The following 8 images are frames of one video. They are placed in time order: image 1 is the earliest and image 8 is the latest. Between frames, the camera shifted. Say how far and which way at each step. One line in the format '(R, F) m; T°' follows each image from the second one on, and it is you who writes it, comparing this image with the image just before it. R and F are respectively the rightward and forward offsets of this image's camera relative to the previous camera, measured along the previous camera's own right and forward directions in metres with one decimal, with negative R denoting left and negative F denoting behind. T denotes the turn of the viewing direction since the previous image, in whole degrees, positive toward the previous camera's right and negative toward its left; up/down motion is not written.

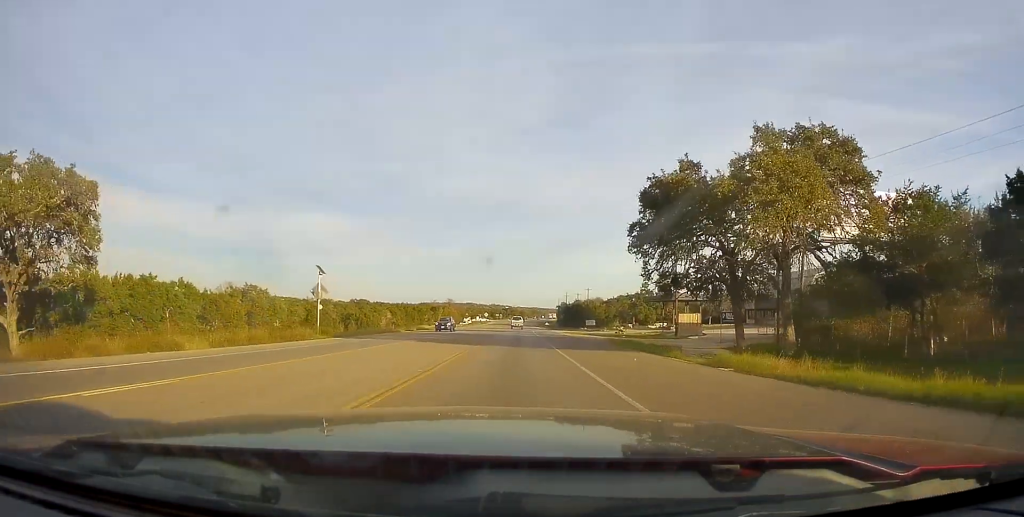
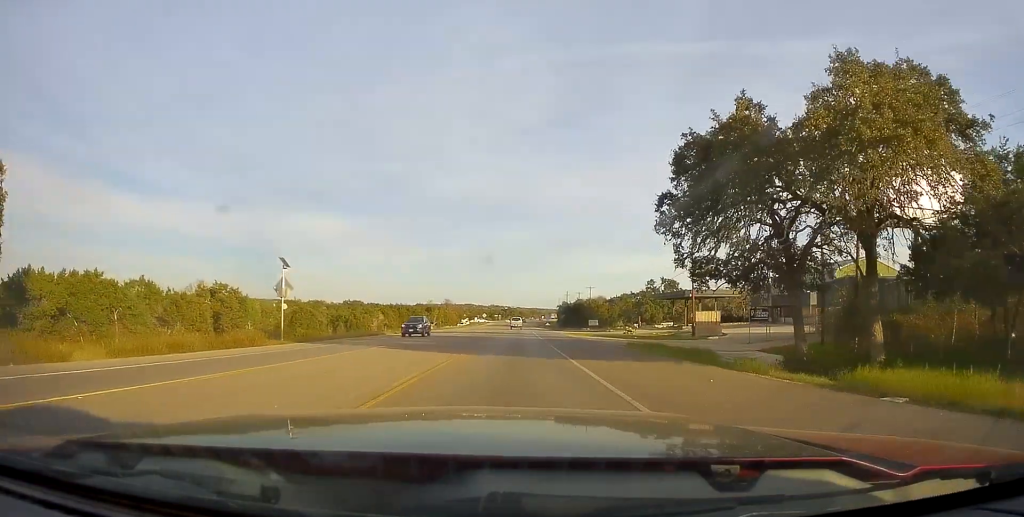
(0.0, +7.7) m; 0°
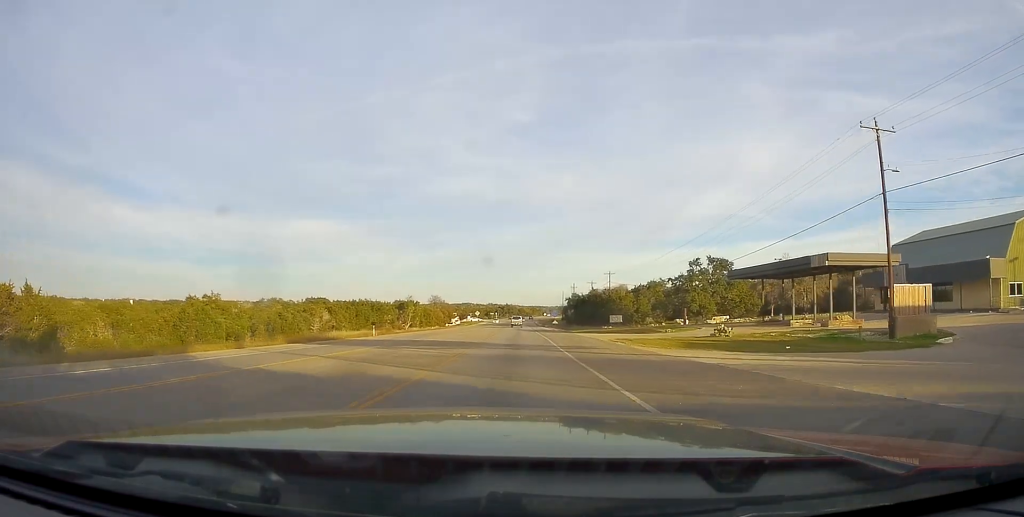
(0.0, +38.0) m; -1°
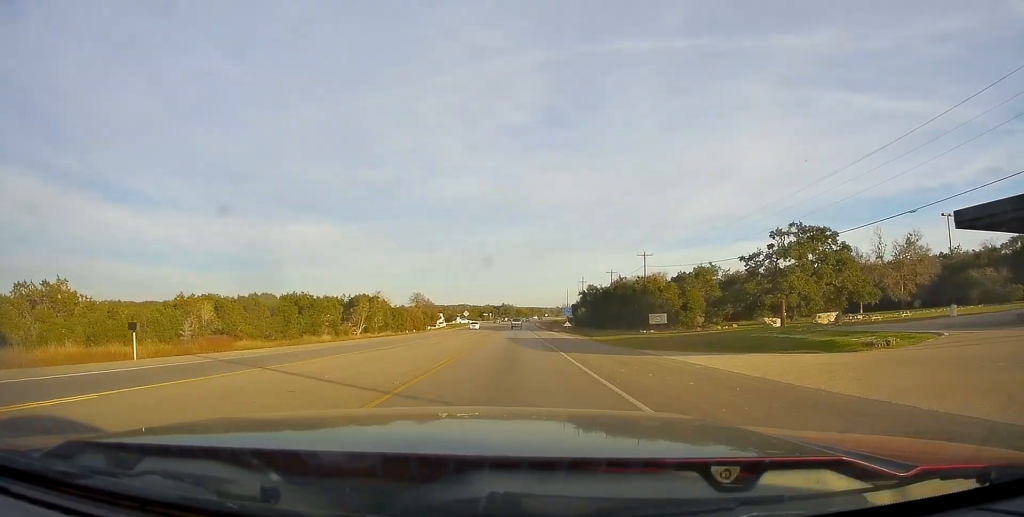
(+0.7, +38.2) m; +1°
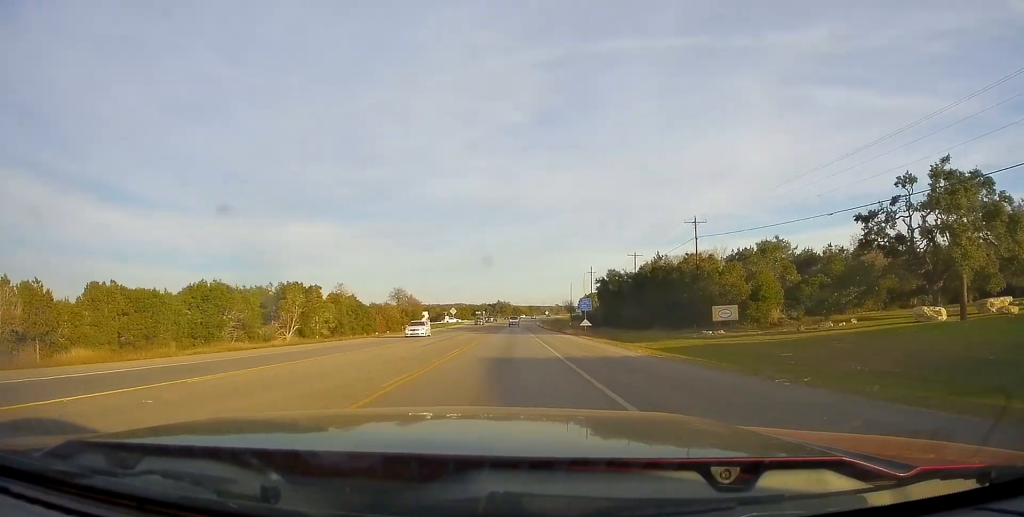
(-0.8, +28.4) m; 0°
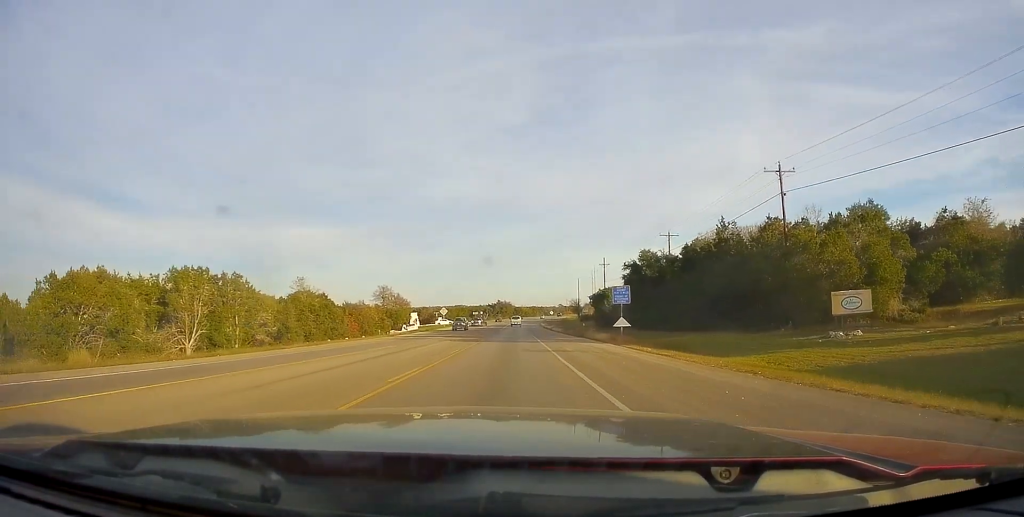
(+0.6, +21.6) m; +1°
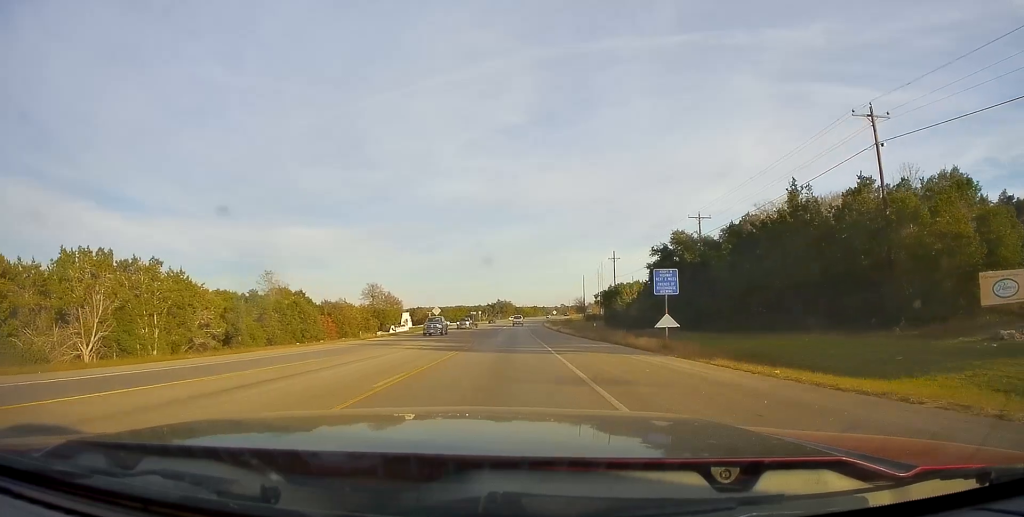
(-0.1, +12.6) m; -1°
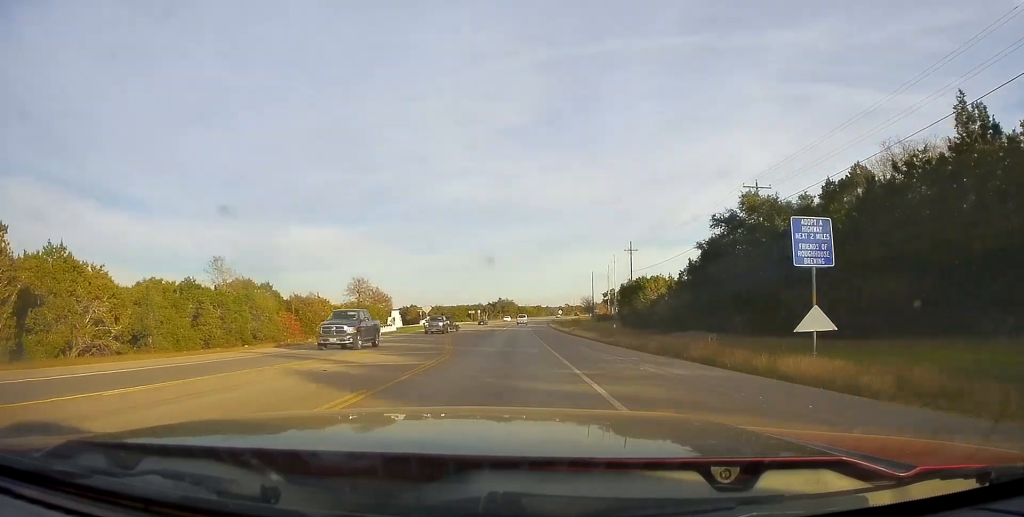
(-0.1, +15.2) m; 0°
